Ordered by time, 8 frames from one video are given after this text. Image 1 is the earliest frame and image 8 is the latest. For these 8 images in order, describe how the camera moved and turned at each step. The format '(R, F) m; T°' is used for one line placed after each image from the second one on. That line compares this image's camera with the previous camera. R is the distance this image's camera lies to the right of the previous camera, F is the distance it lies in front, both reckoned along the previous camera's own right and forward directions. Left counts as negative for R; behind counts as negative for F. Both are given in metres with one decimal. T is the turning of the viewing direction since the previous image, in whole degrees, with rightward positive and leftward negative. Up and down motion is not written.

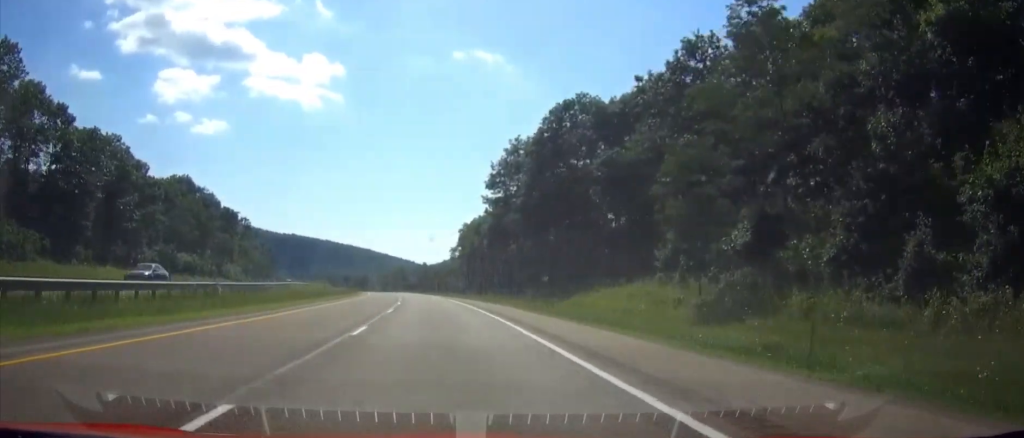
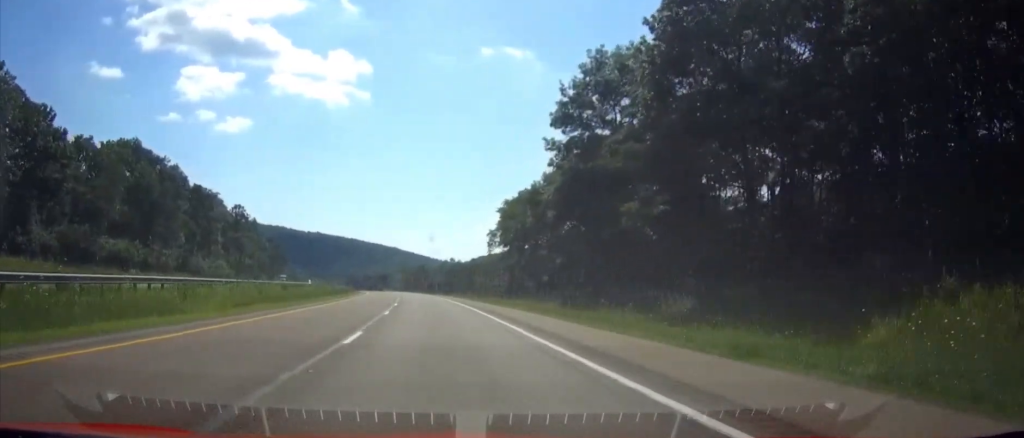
(0.0, +38.7) m; 0°
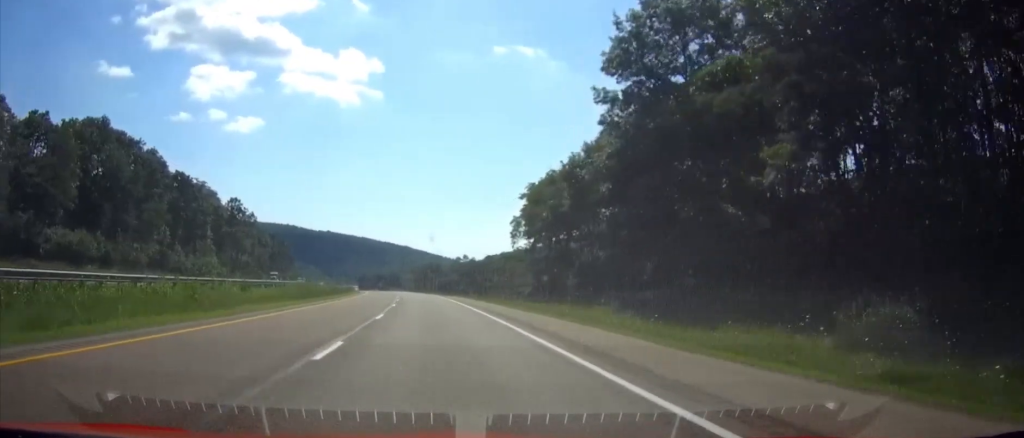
(0.0, +16.0) m; 0°
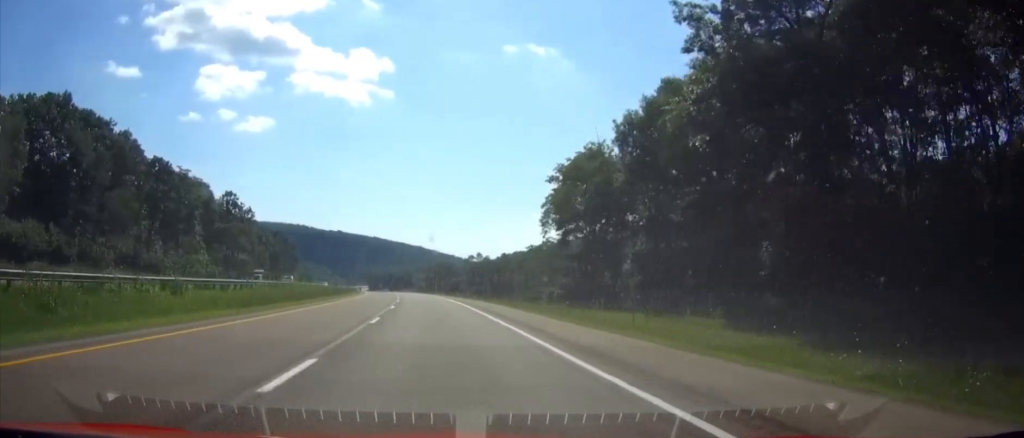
(0.0, +14.9) m; 0°
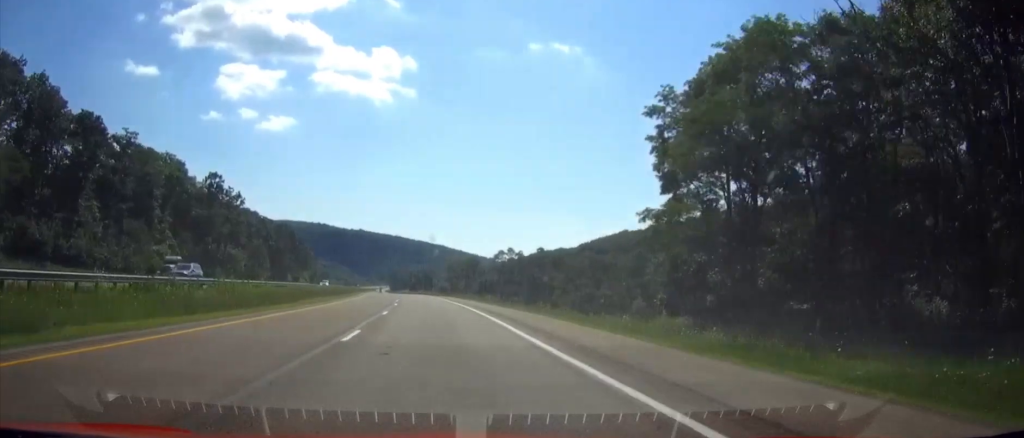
(0.0, +31.0) m; 0°
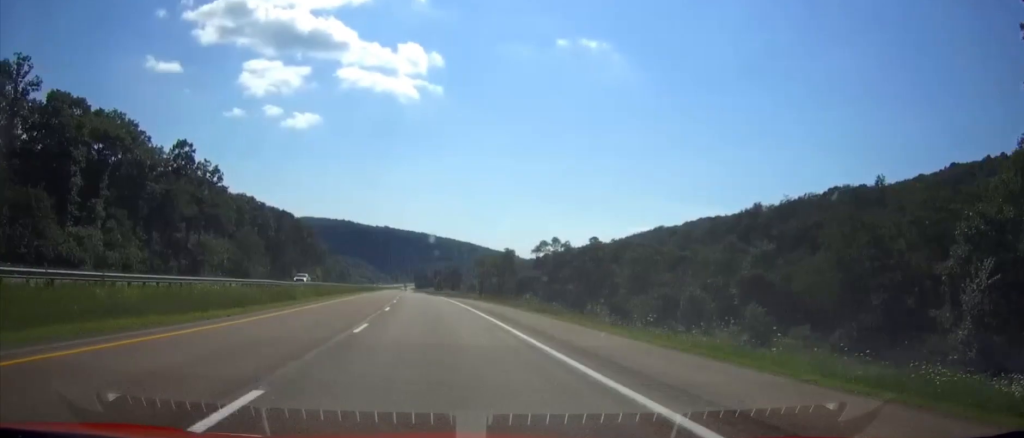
(0.0, +34.7) m; 0°
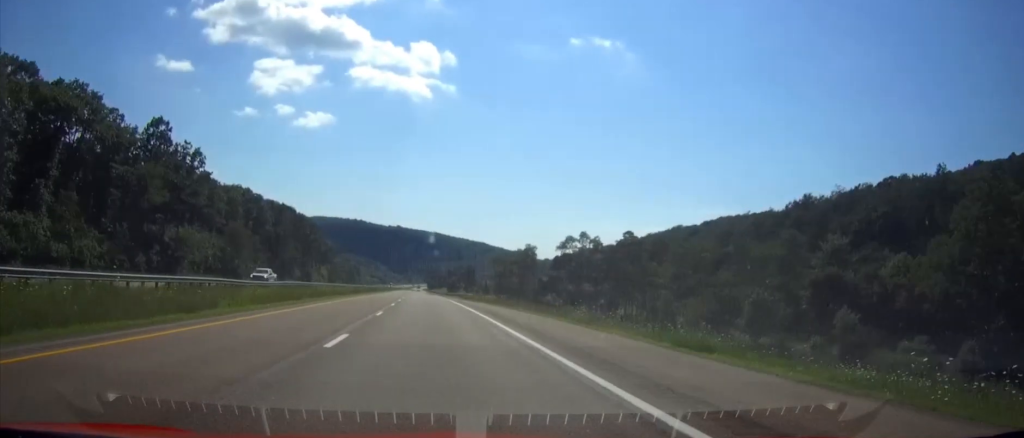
(0.0, +17.4) m; 0°
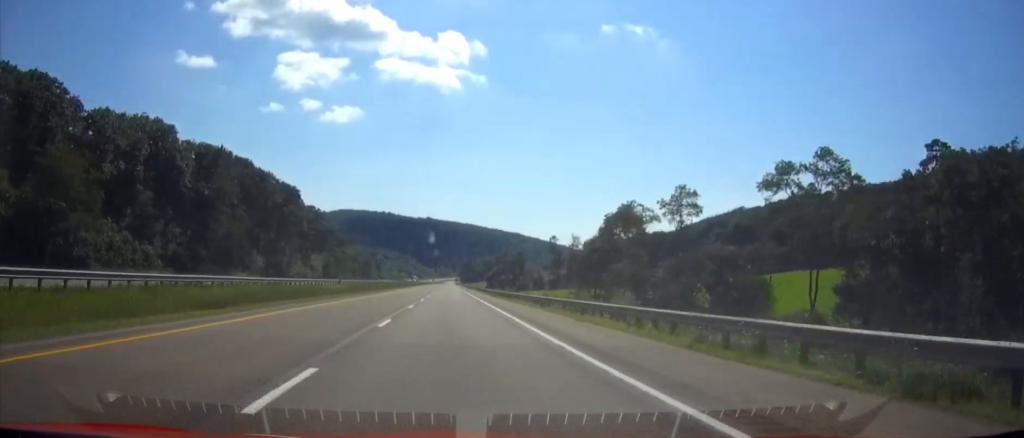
(0.0, +80.7) m; 0°
